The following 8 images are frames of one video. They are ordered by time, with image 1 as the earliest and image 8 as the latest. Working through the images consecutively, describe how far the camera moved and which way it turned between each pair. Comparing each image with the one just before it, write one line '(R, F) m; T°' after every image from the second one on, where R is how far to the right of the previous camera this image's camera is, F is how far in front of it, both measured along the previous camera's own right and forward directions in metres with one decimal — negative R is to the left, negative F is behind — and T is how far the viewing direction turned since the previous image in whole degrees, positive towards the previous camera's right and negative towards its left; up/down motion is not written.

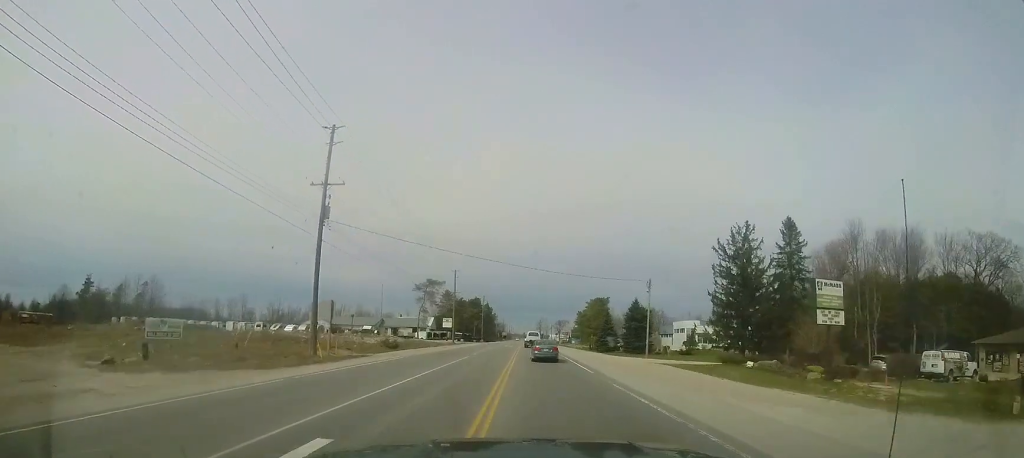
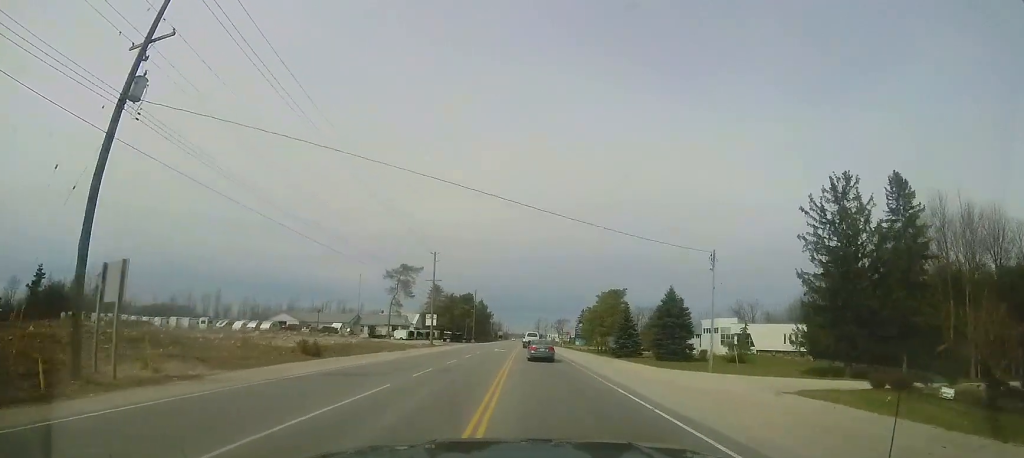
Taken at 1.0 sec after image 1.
(+0.1, +15.3) m; +1°
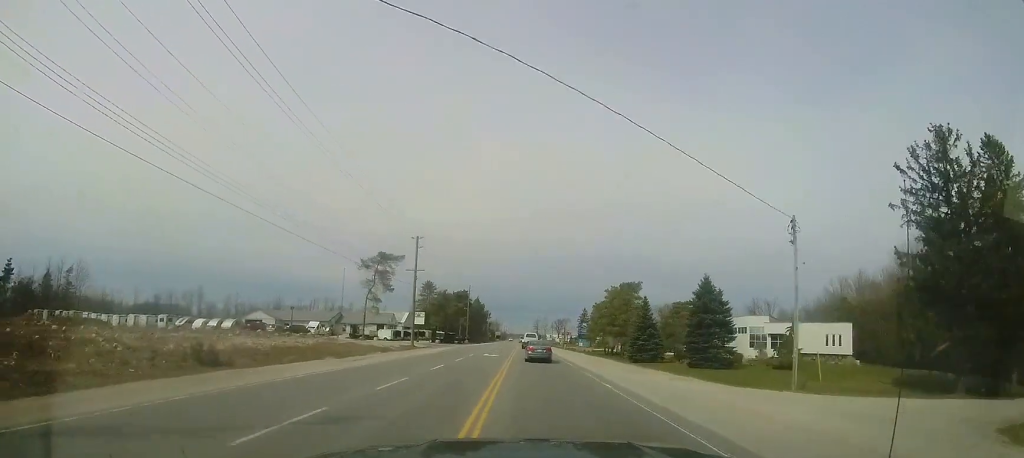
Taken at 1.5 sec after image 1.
(0.0, +9.3) m; 0°
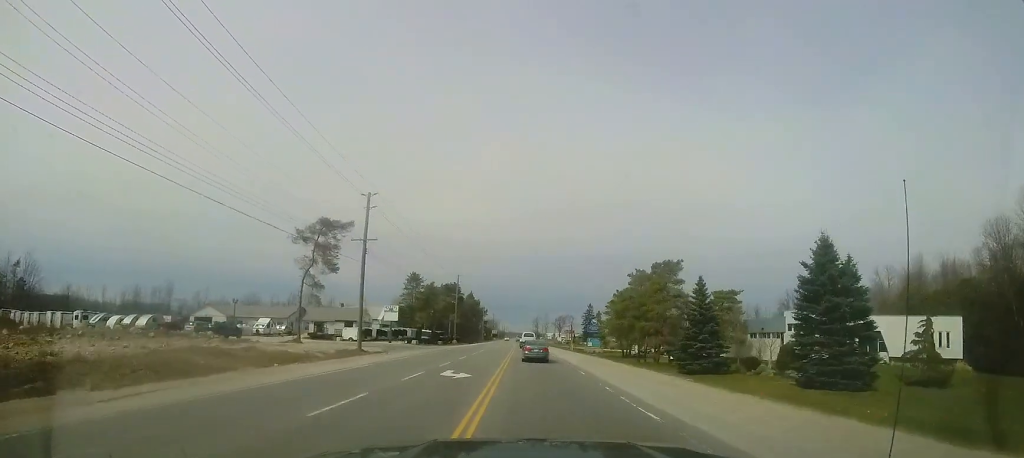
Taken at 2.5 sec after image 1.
(+0.1, +15.8) m; 0°
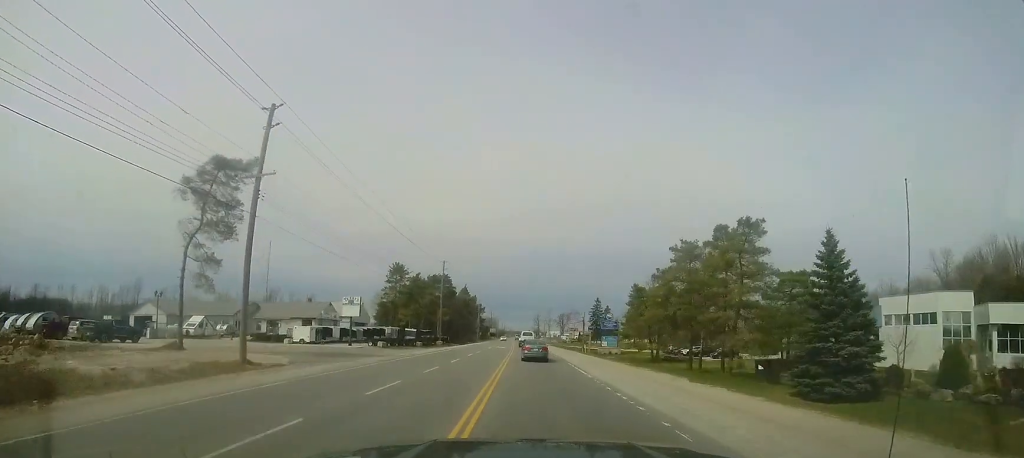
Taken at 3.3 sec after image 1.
(0.0, +15.1) m; -1°
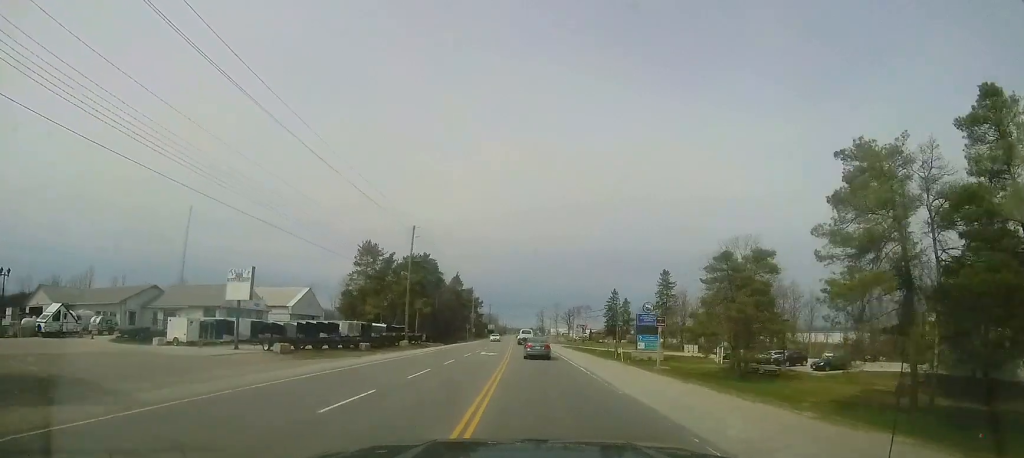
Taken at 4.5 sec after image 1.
(-0.3, +21.5) m; -1°
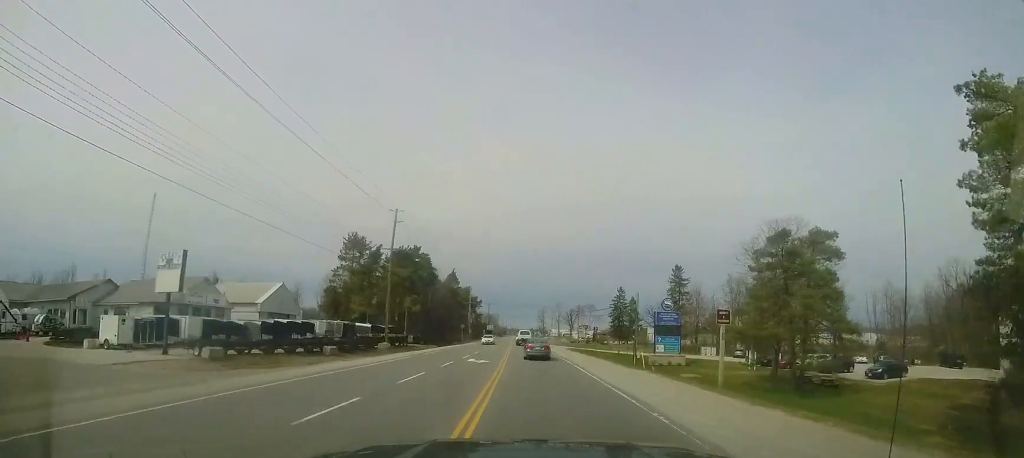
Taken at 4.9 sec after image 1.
(+0.1, +7.3) m; 0°
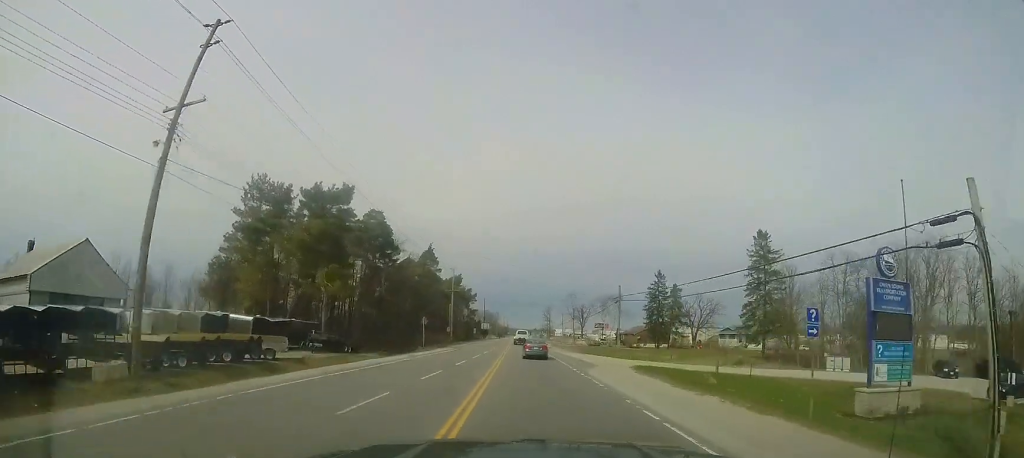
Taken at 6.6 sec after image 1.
(-0.1, +29.6) m; 0°
